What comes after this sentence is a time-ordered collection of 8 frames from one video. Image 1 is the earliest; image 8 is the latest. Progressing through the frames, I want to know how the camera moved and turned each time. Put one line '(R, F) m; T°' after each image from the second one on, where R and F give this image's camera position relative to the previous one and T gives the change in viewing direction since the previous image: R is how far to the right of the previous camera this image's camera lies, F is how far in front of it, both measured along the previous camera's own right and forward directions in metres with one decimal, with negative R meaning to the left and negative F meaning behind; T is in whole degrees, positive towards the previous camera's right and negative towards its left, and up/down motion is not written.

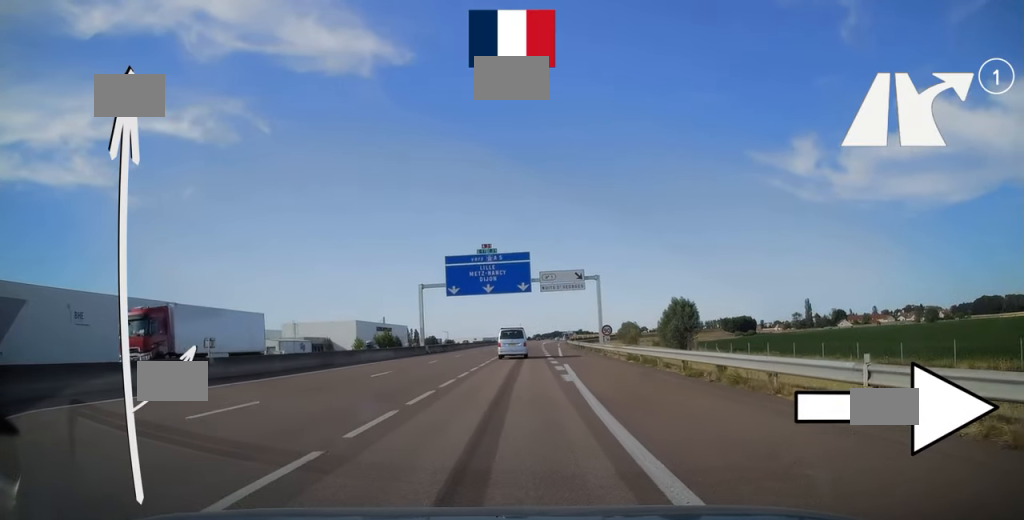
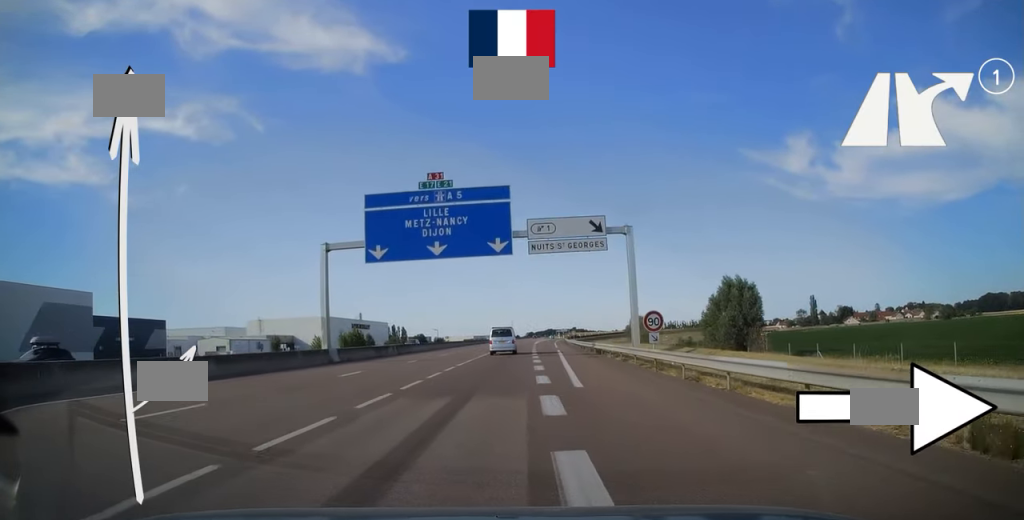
(+0.4, +27.3) m; +1°
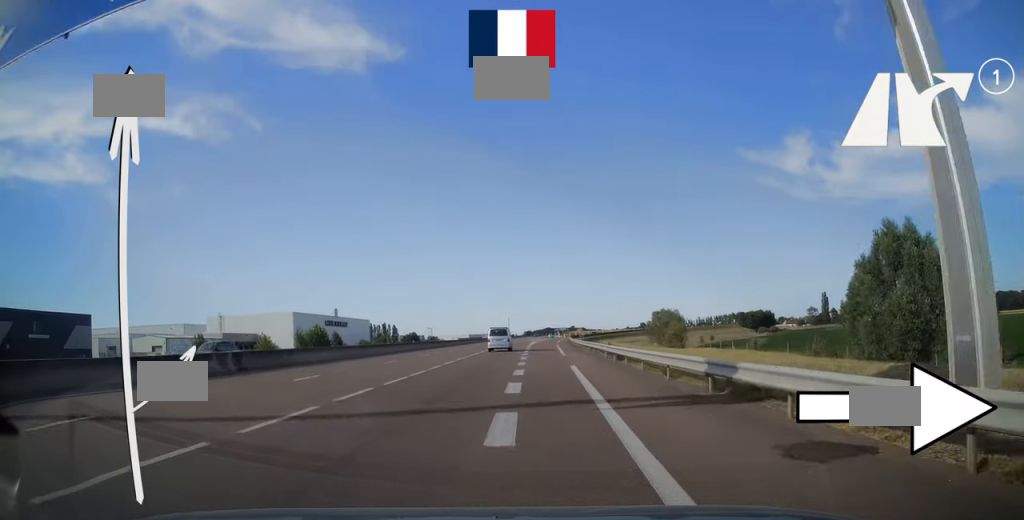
(+0.1, +29.1) m; +1°
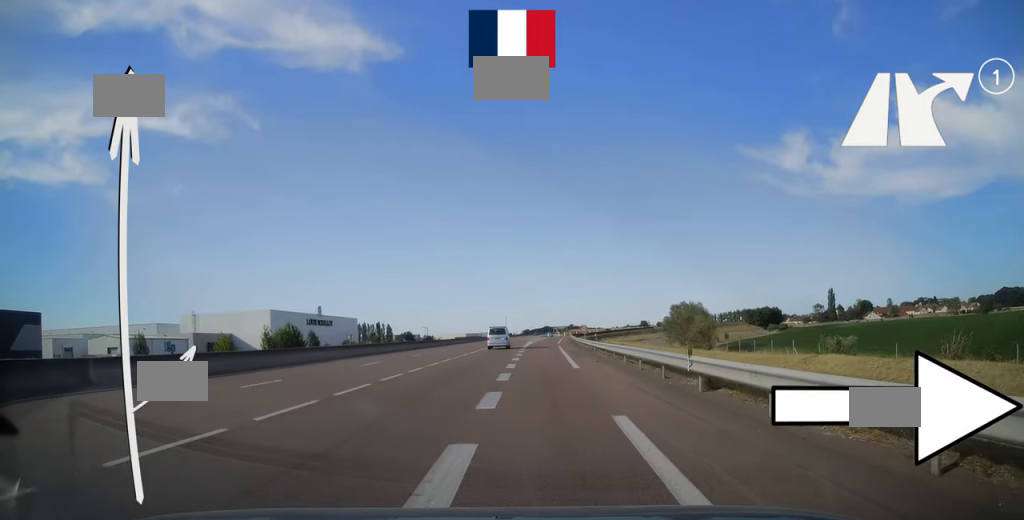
(+0.1, +16.1) m; 0°
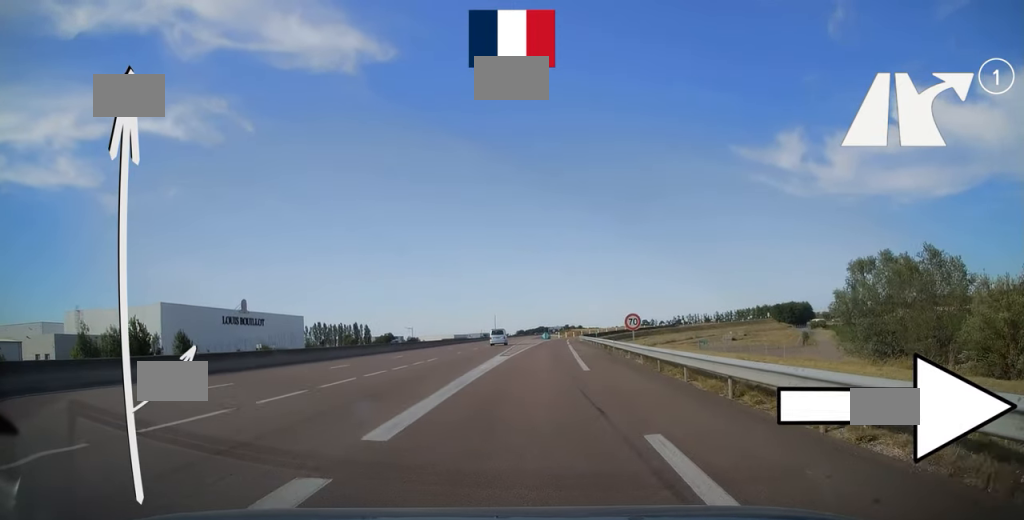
(+0.2, +55.7) m; 0°
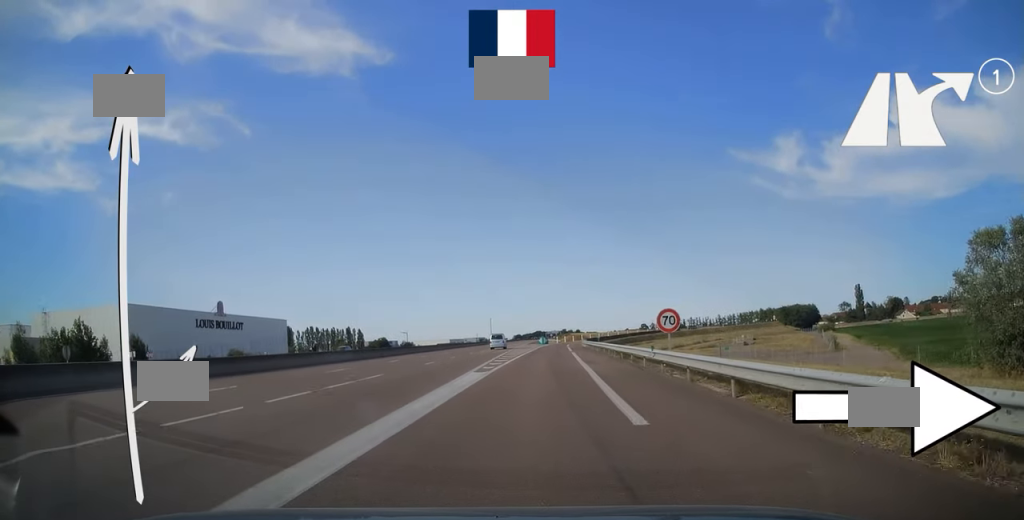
(+0.1, +12.2) m; 0°
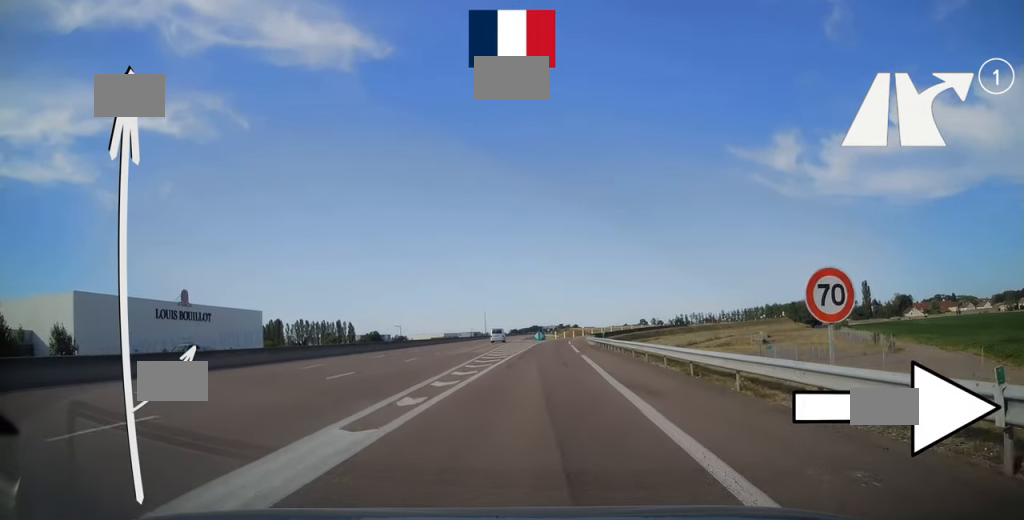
(-0.1, +16.0) m; 0°
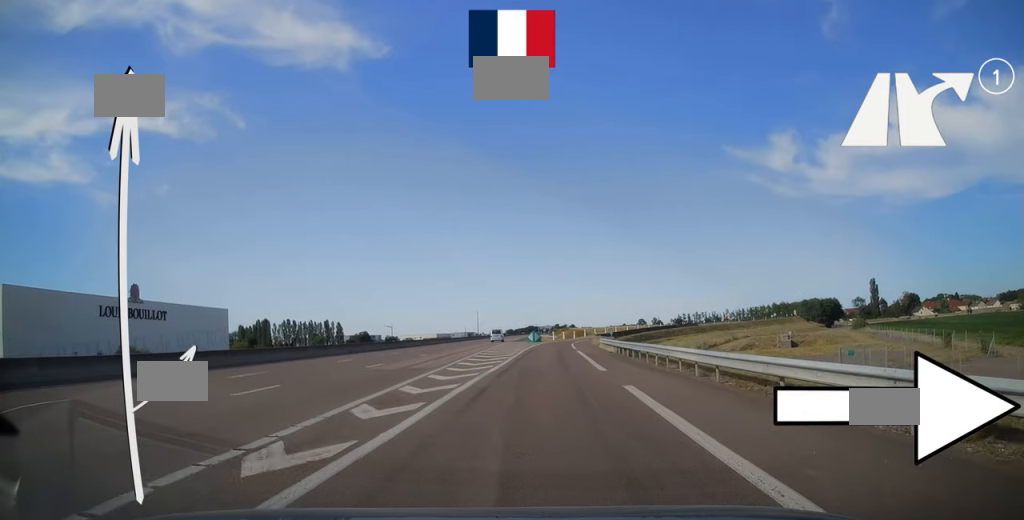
(0.0, +18.9) m; 0°
